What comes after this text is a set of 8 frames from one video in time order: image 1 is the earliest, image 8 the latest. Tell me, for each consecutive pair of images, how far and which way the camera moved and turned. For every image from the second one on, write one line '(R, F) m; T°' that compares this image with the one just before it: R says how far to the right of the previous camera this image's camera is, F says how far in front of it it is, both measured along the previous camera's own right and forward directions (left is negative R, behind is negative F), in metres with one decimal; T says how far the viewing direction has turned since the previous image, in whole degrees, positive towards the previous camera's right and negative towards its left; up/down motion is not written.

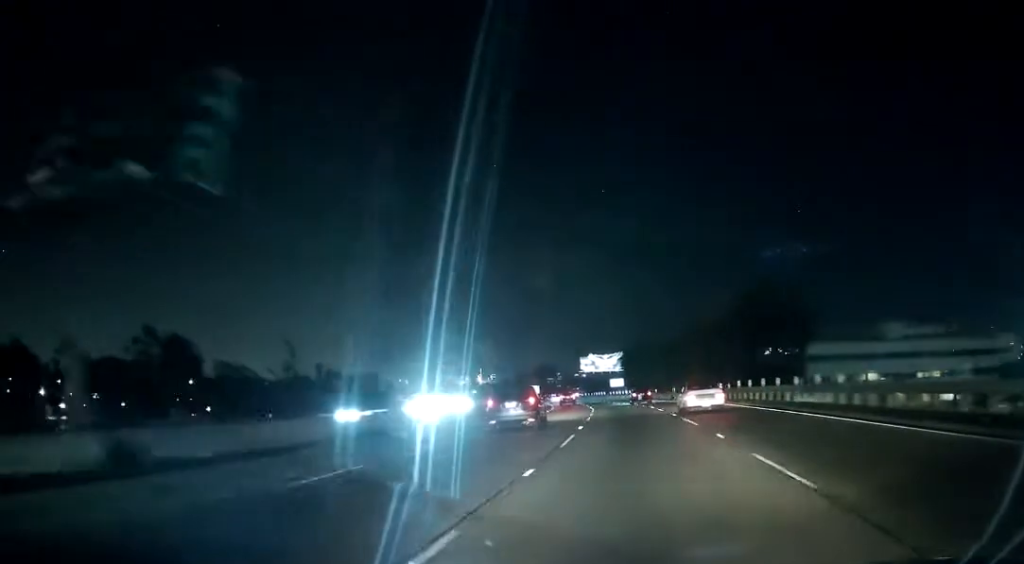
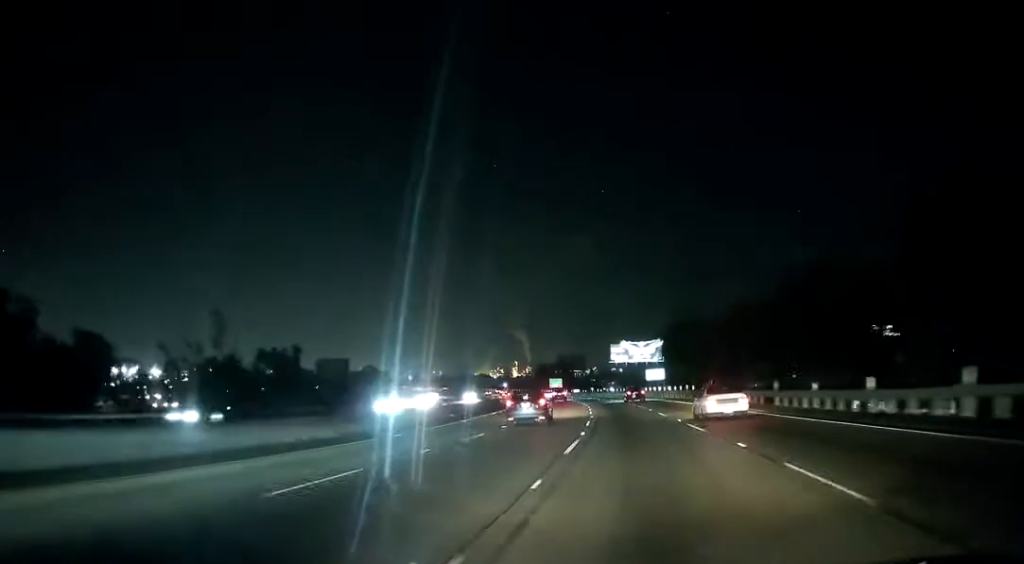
(-0.8, +45.0) m; -2°
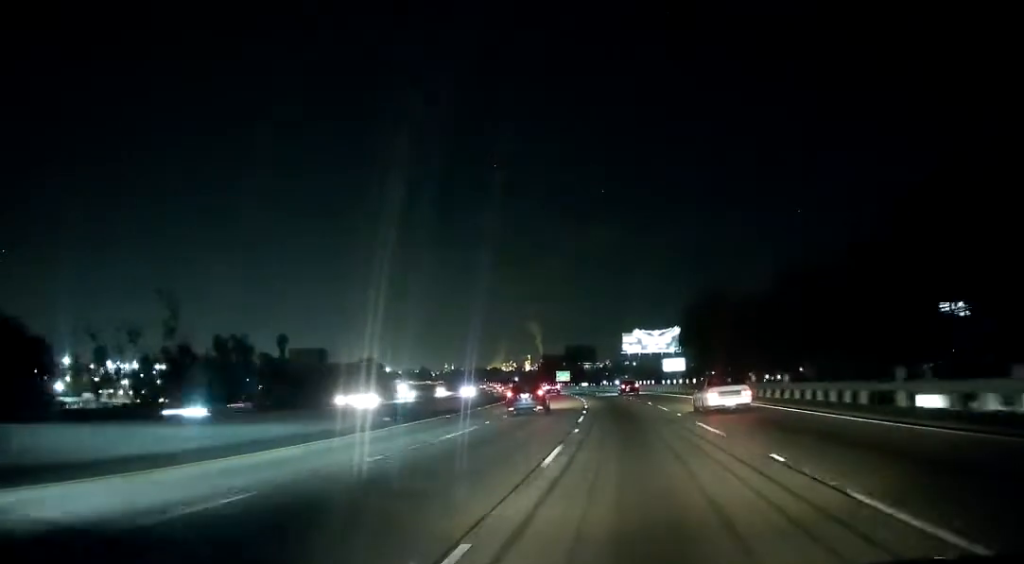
(+0.5, +18.8) m; -1°
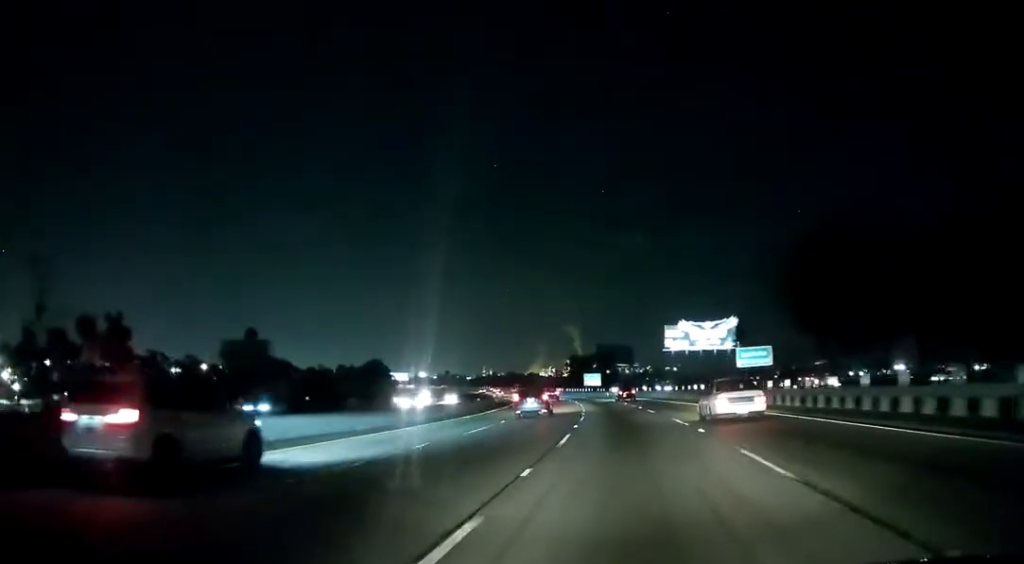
(-2.0, +37.9) m; -4°
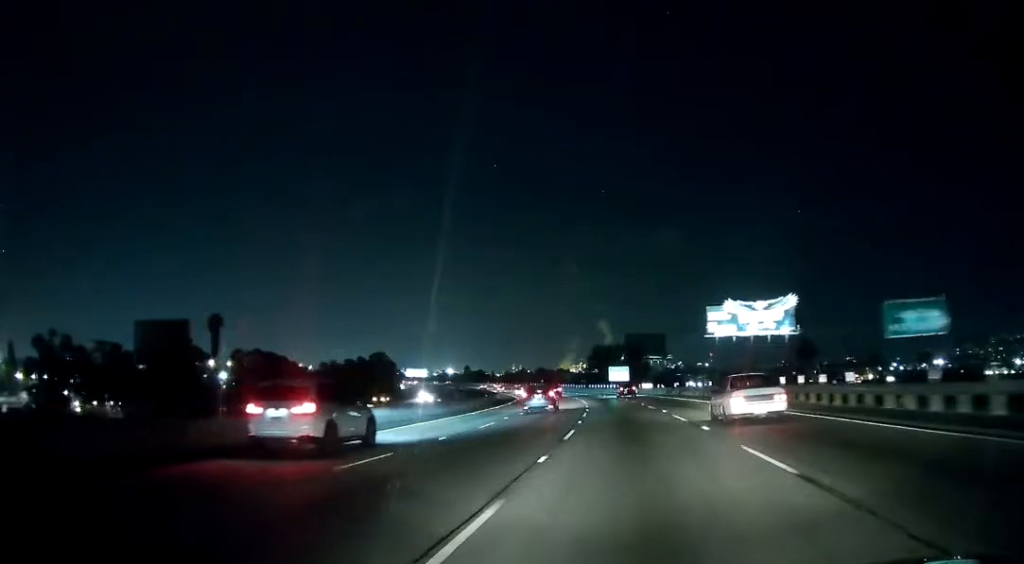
(-0.4, +28.4) m; -2°
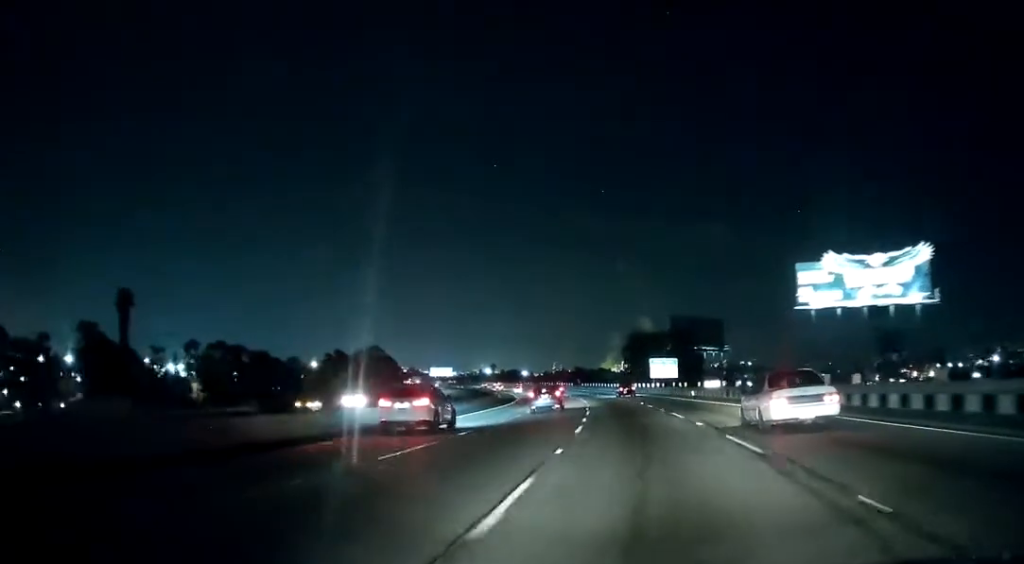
(-0.6, +42.1) m; -2°
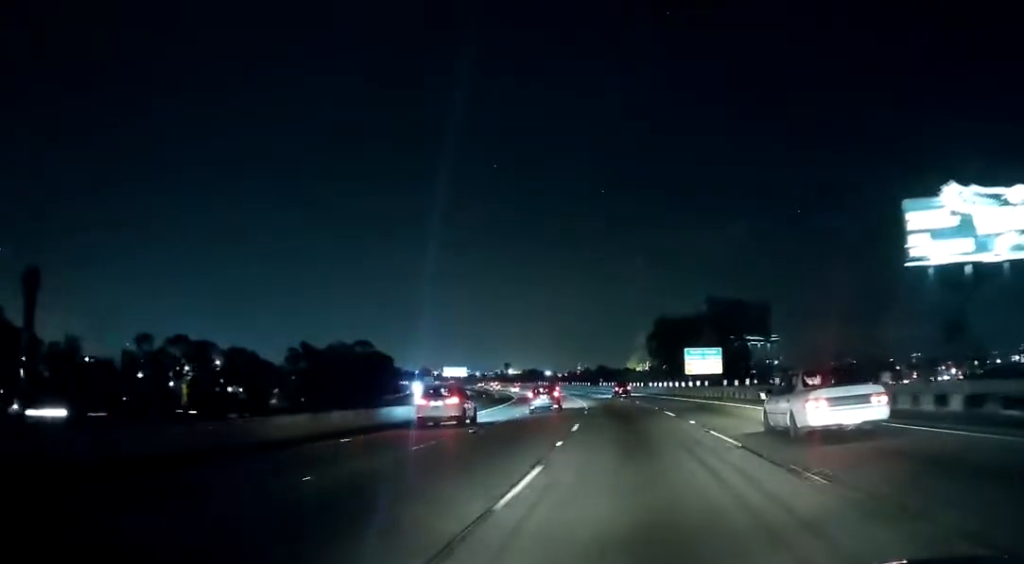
(-0.7, +26.7) m; -4°
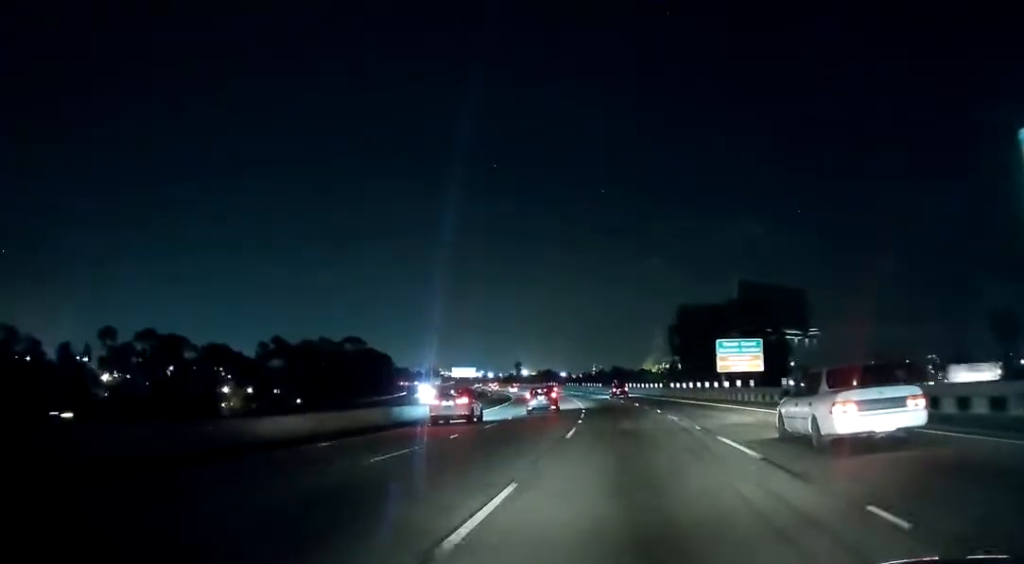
(-0.8, +17.4) m; -1°
